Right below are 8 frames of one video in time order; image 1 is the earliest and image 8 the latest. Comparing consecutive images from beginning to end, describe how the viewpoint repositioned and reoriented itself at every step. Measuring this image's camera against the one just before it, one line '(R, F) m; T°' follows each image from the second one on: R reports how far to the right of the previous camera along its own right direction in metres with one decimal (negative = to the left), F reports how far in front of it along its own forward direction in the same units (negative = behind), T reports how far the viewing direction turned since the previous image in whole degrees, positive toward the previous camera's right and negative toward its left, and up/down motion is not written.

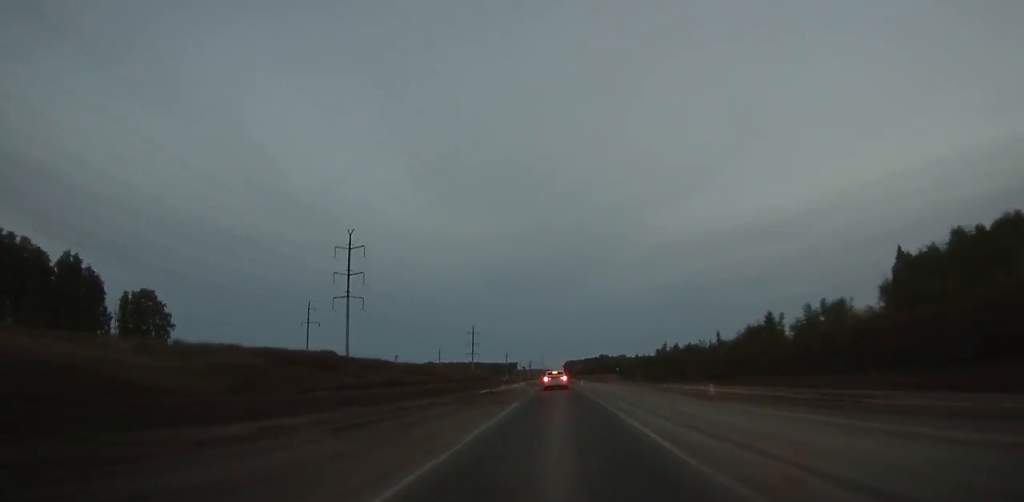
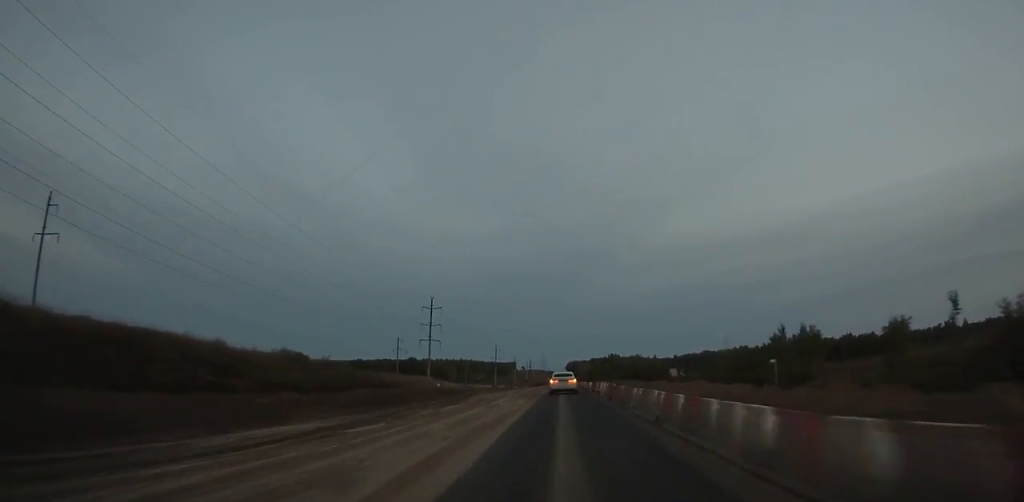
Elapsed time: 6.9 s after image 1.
(-0.6, +103.6) m; 0°
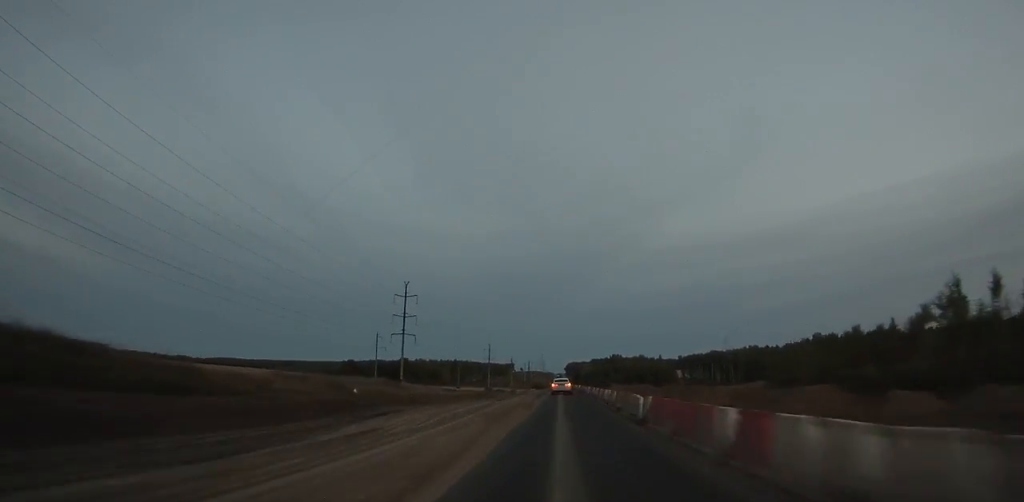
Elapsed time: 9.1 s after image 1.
(+0.2, +31.0) m; 0°
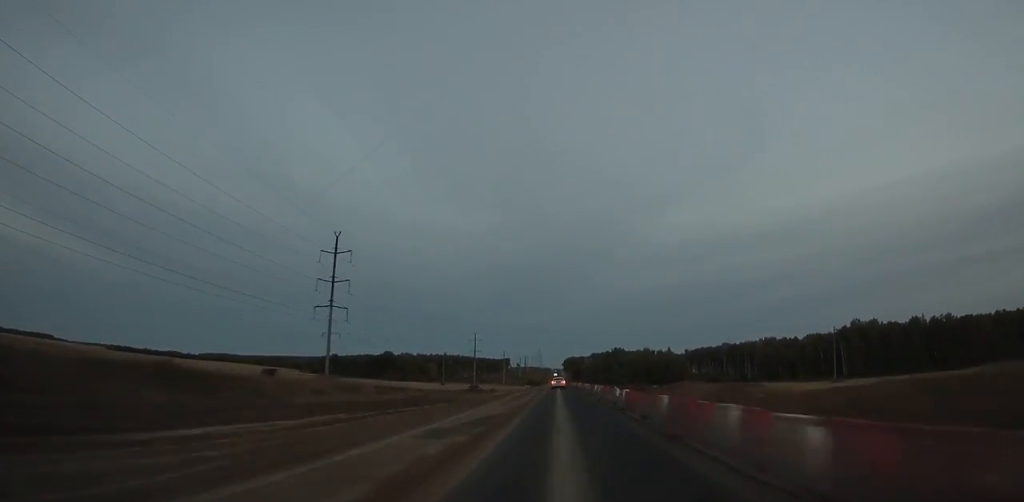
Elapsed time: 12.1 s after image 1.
(-0.1, +45.5) m; 0°
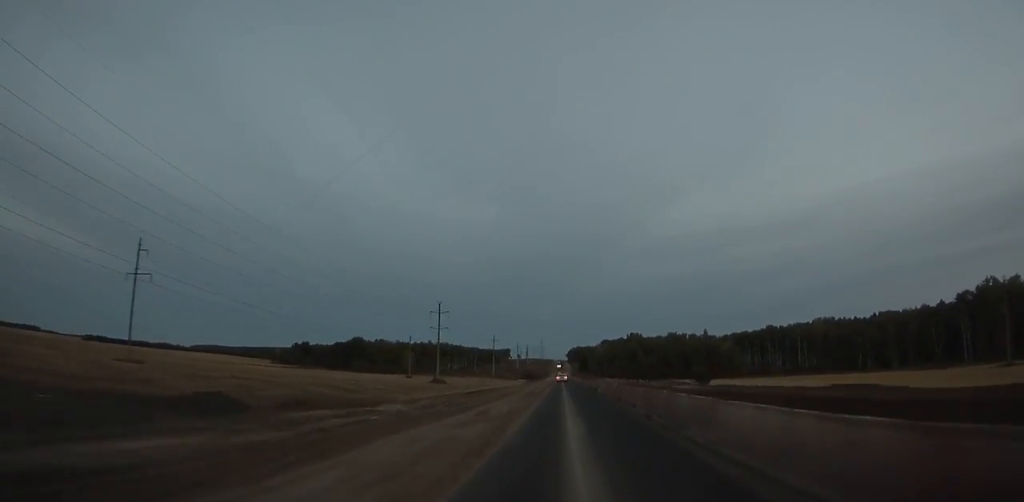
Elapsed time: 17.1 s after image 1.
(0.0, +89.9) m; 0°
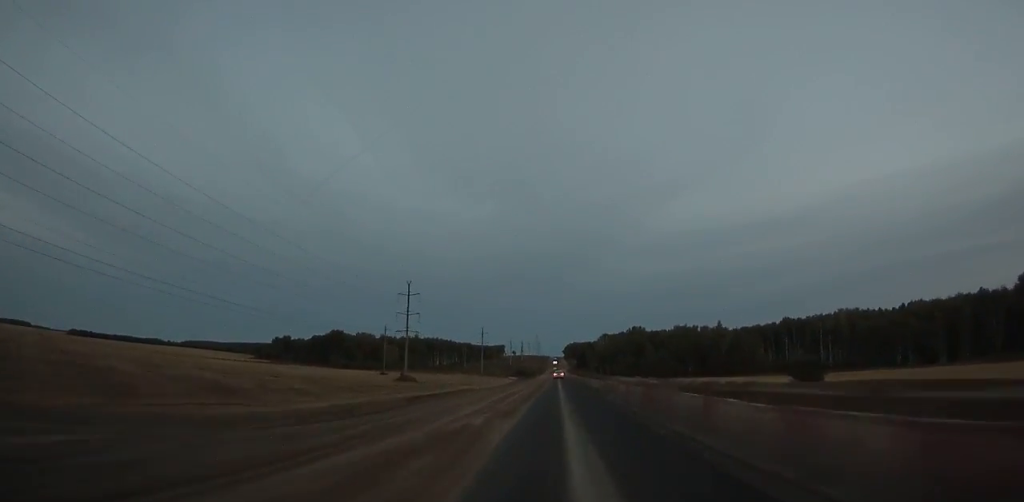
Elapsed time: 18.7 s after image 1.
(+0.1, +32.0) m; 0°
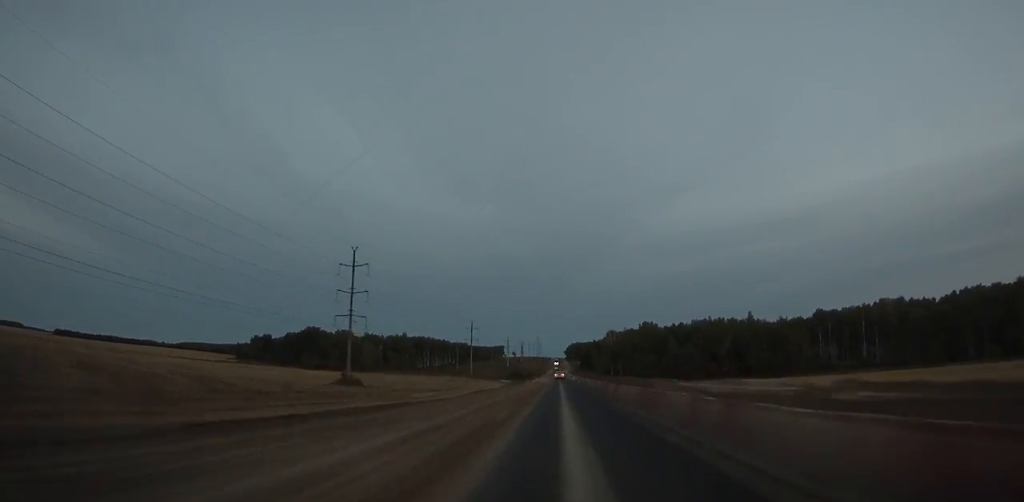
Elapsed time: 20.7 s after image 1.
(0.0, +43.6) m; 0°
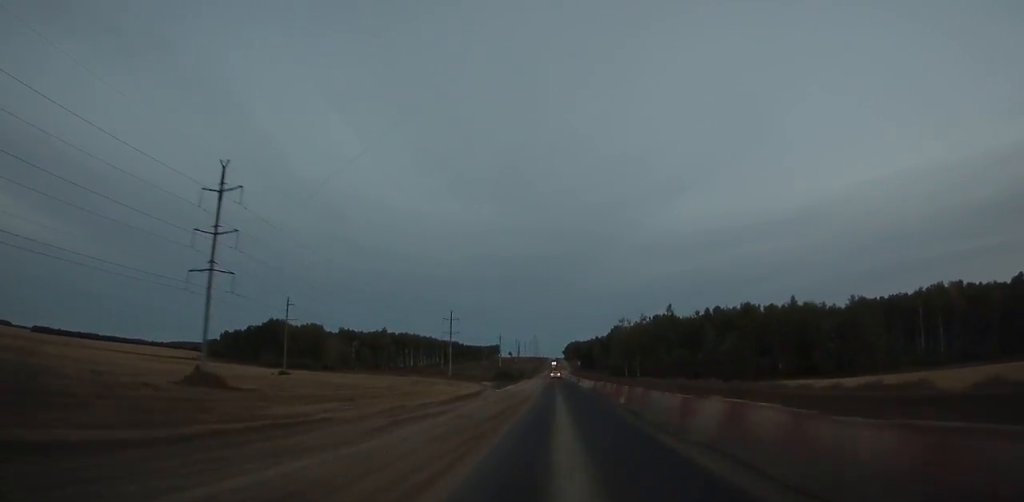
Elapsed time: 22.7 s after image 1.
(0.0, +45.0) m; 0°
